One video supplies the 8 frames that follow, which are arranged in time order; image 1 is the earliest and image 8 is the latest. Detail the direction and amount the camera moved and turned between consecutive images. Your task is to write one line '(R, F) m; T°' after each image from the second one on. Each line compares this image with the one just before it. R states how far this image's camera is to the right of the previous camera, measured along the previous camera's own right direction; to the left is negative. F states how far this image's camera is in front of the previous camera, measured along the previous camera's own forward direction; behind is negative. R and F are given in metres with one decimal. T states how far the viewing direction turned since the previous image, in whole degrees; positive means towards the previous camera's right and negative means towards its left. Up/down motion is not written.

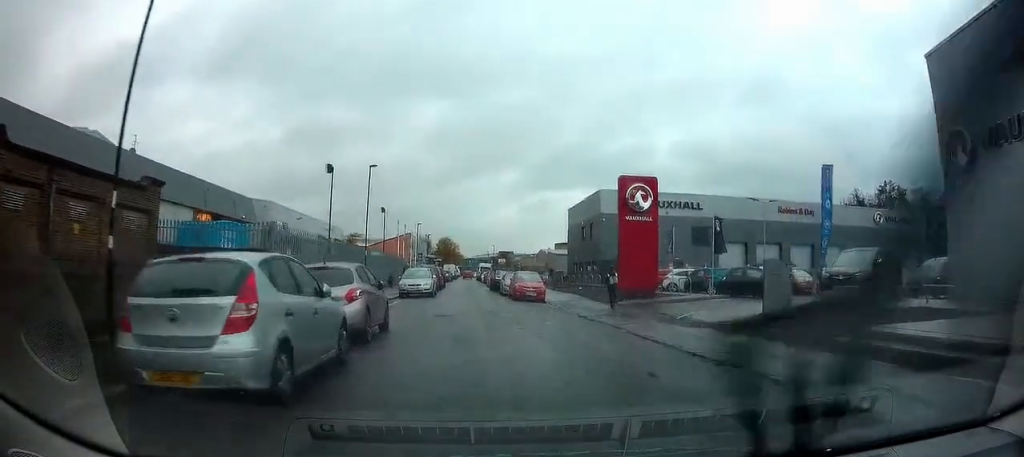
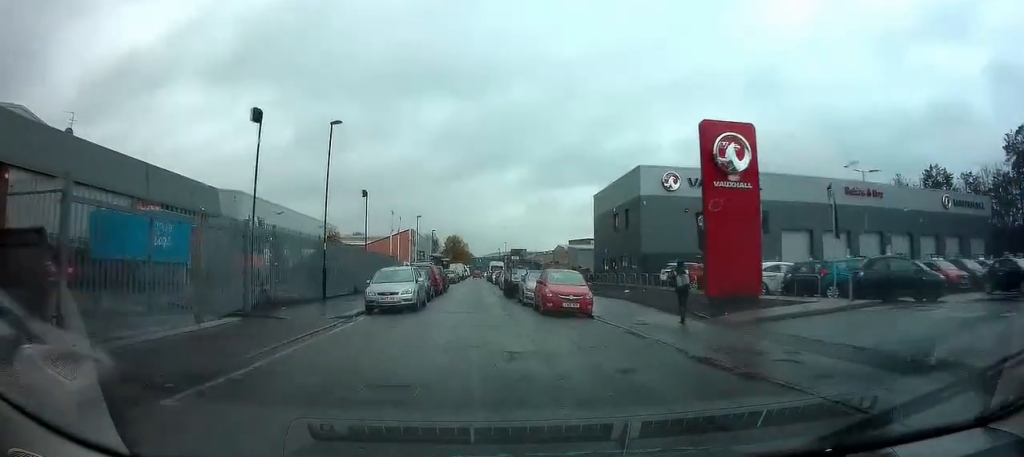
(-0.6, +9.9) m; -6°
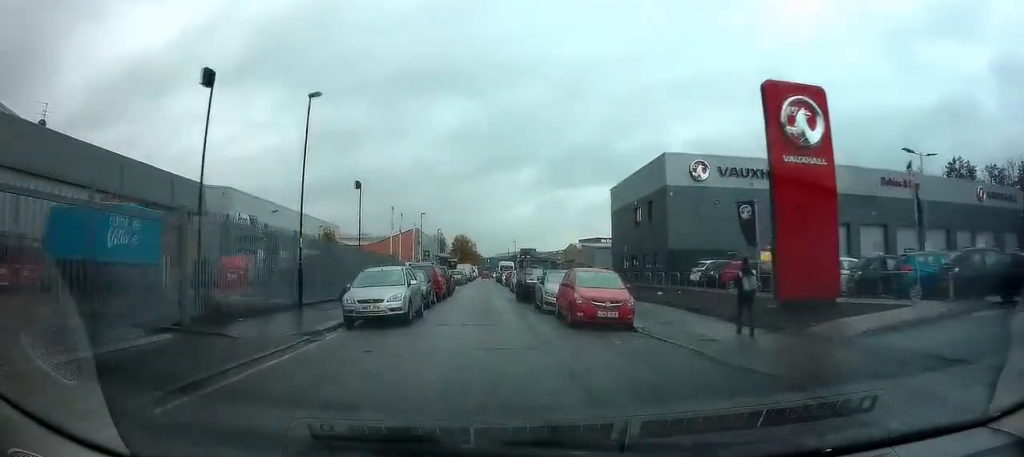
(-0.1, +4.0) m; -2°
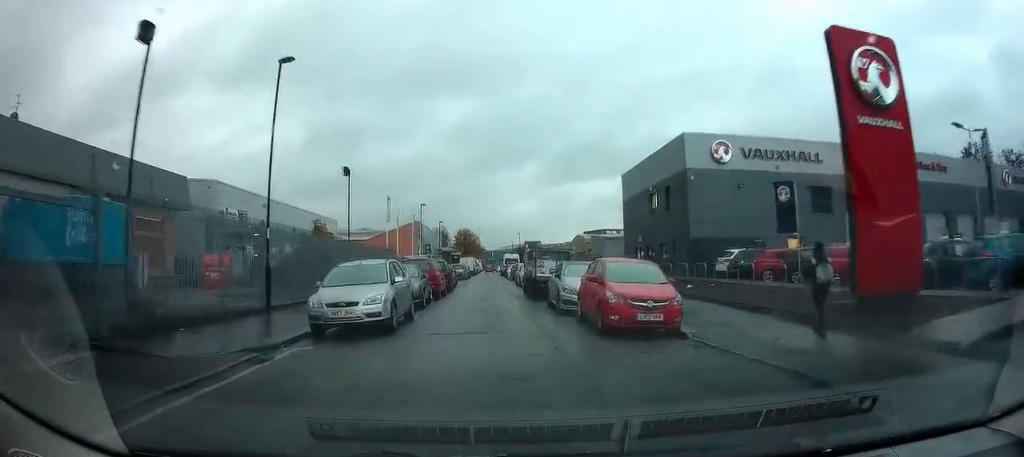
(0.0, +3.4) m; 0°
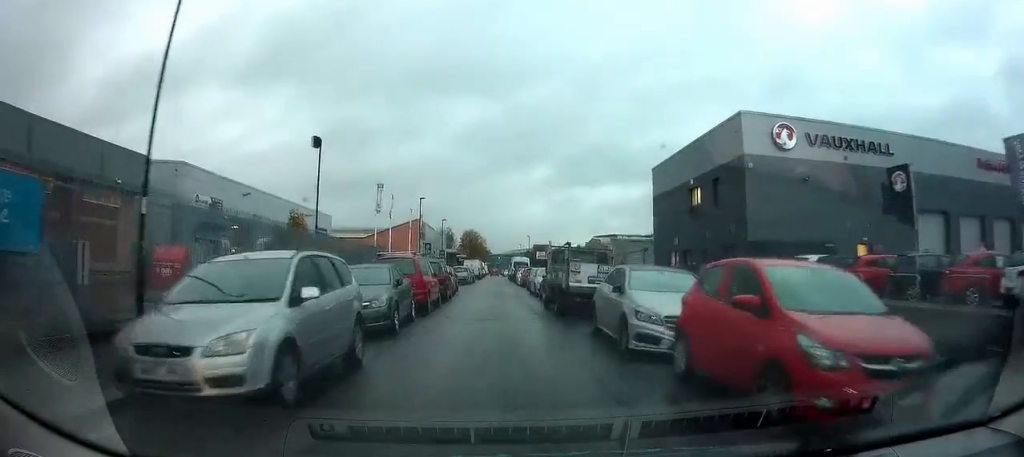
(0.0, +7.0) m; 0°
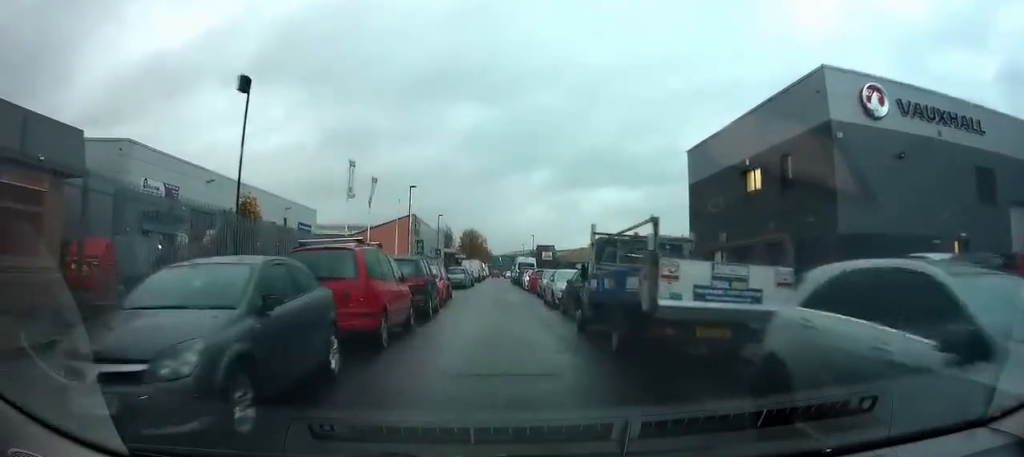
(0.0, +8.0) m; 0°
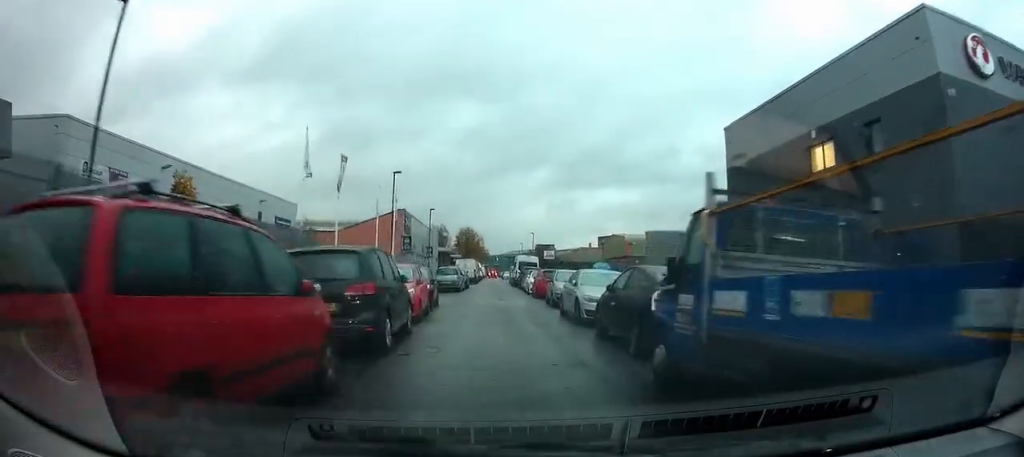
(+0.1, +6.7) m; 0°
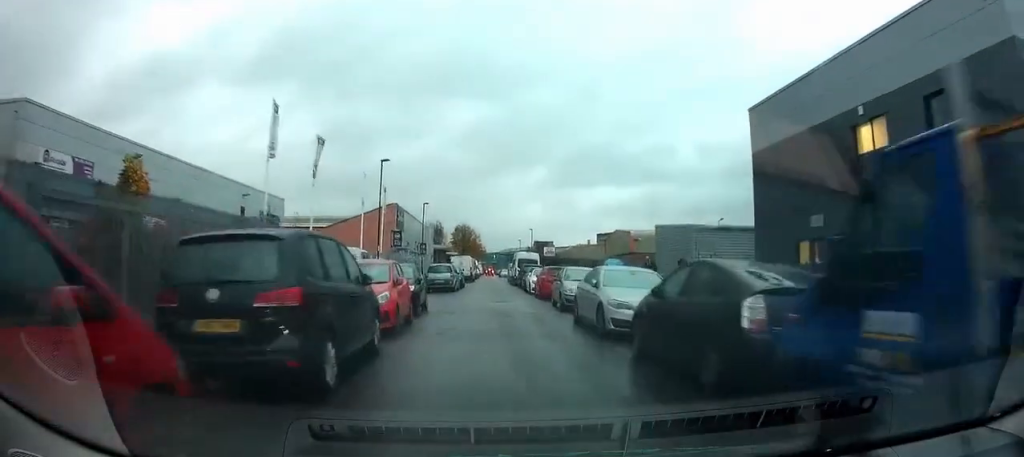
(0.0, +3.4) m; 0°
